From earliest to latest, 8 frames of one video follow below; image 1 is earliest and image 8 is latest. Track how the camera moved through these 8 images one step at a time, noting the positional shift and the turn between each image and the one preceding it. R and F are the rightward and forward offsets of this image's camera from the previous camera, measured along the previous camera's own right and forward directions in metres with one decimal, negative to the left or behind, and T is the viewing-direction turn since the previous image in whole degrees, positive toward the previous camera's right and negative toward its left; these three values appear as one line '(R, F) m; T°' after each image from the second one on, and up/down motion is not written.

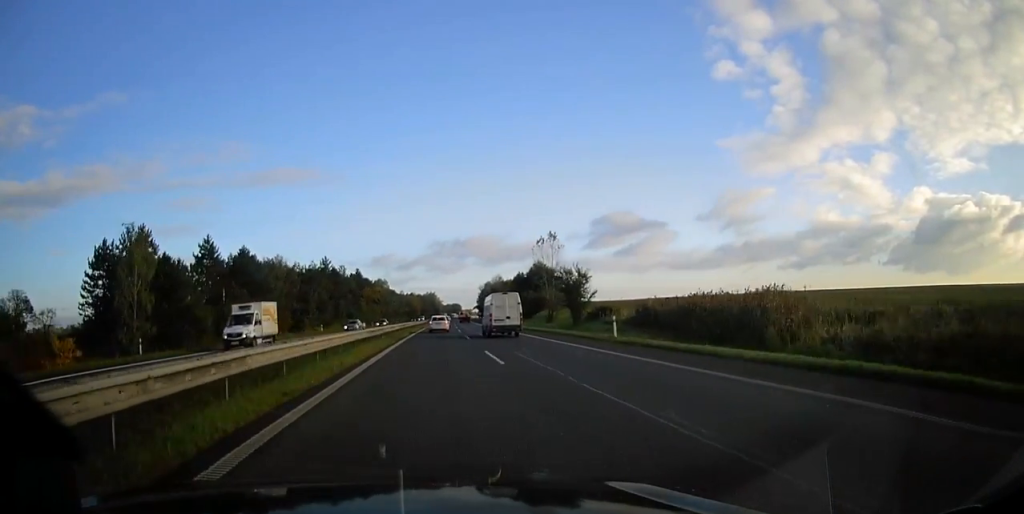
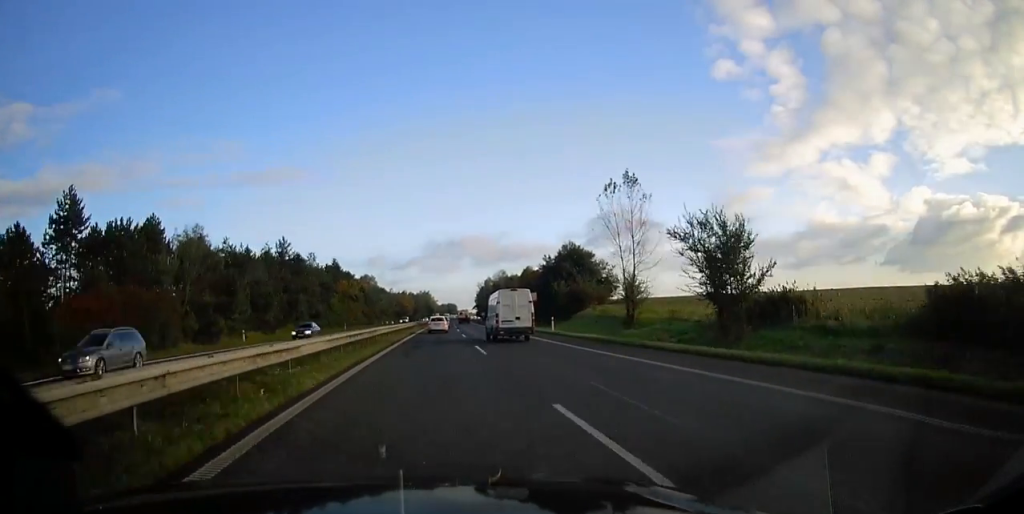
(+0.2, +31.3) m; +1°
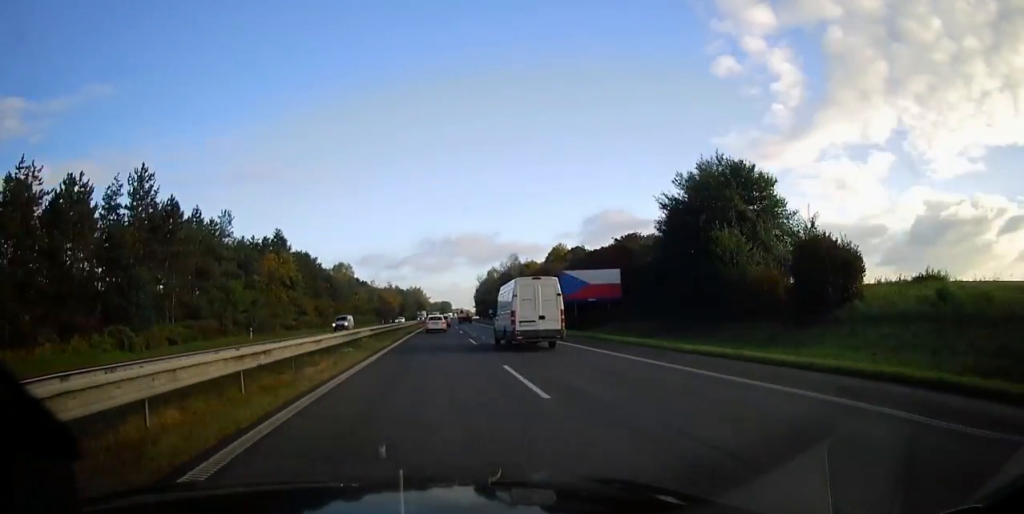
(+0.2, +47.4) m; +1°
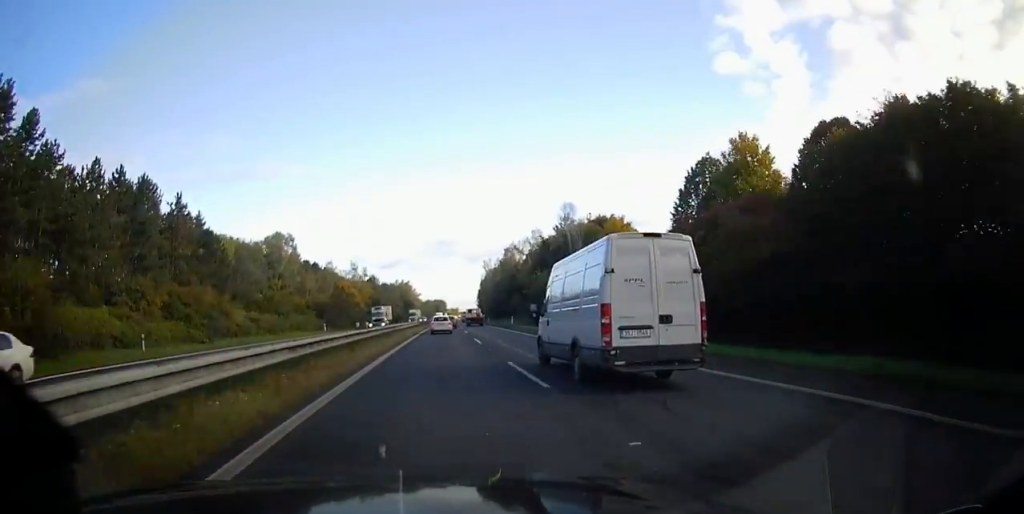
(+0.4, +70.4) m; +1°
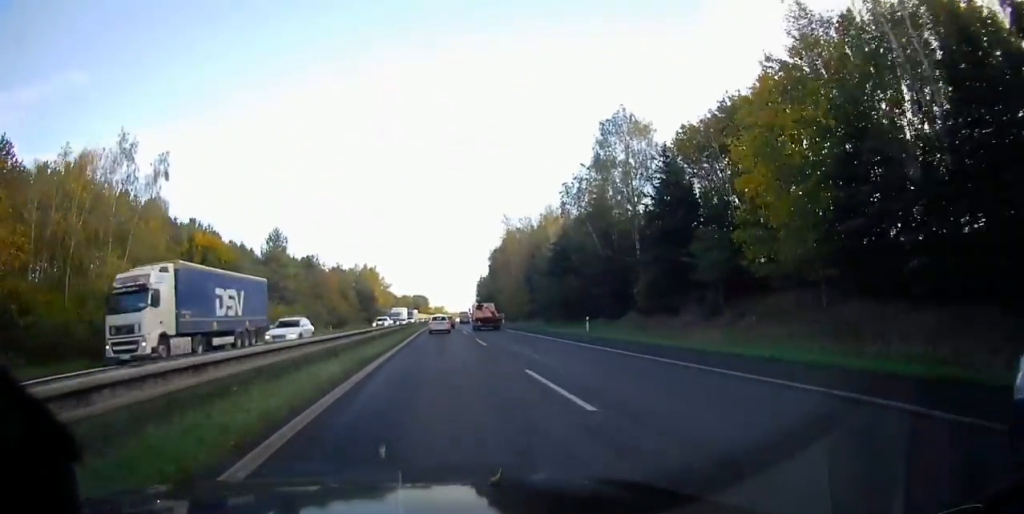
(+1.2, +92.9) m; +2°
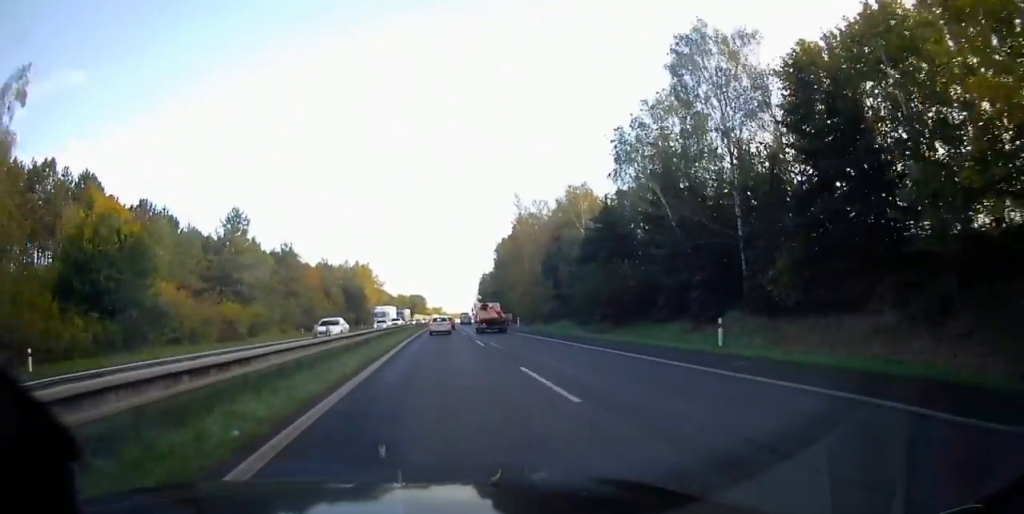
(+0.1, +17.0) m; 0°
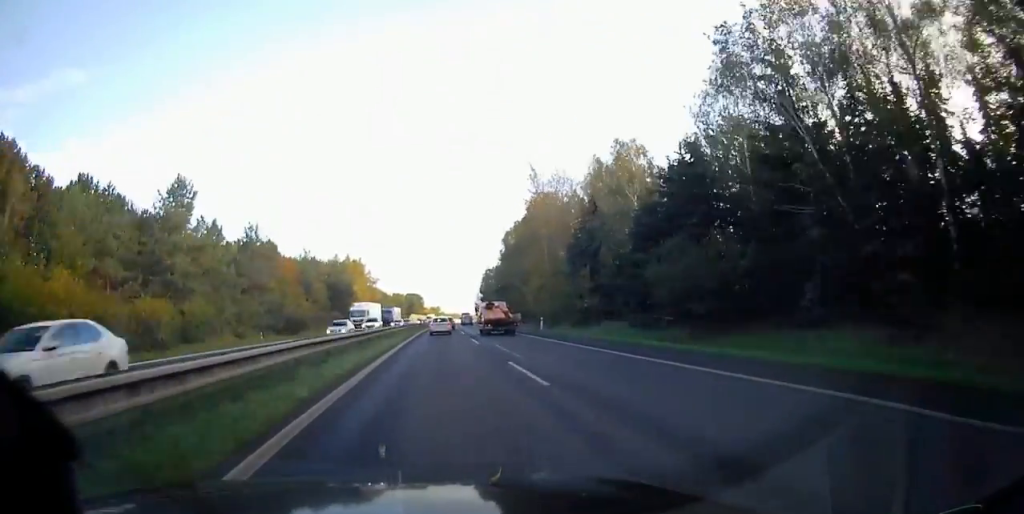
(0.0, +15.7) m; 0°
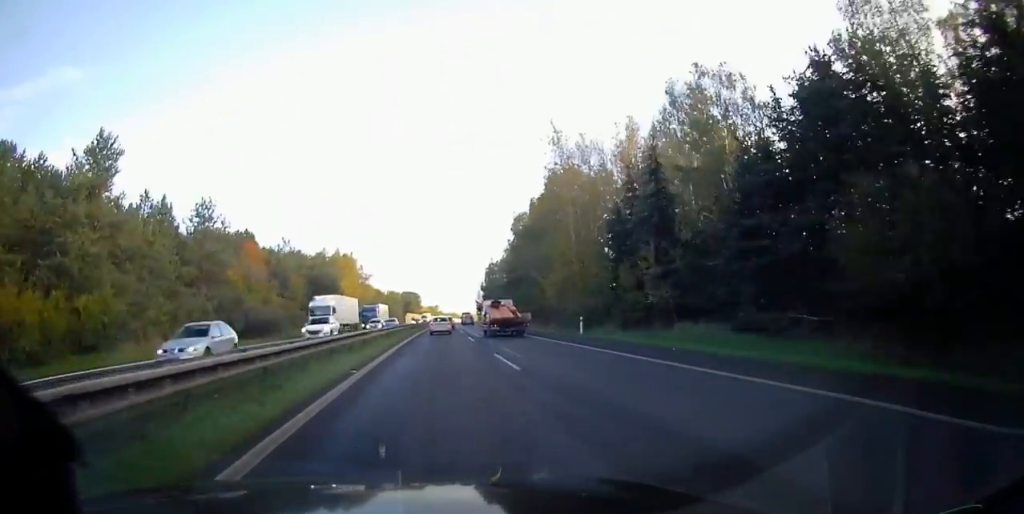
(0.0, +14.5) m; 0°
